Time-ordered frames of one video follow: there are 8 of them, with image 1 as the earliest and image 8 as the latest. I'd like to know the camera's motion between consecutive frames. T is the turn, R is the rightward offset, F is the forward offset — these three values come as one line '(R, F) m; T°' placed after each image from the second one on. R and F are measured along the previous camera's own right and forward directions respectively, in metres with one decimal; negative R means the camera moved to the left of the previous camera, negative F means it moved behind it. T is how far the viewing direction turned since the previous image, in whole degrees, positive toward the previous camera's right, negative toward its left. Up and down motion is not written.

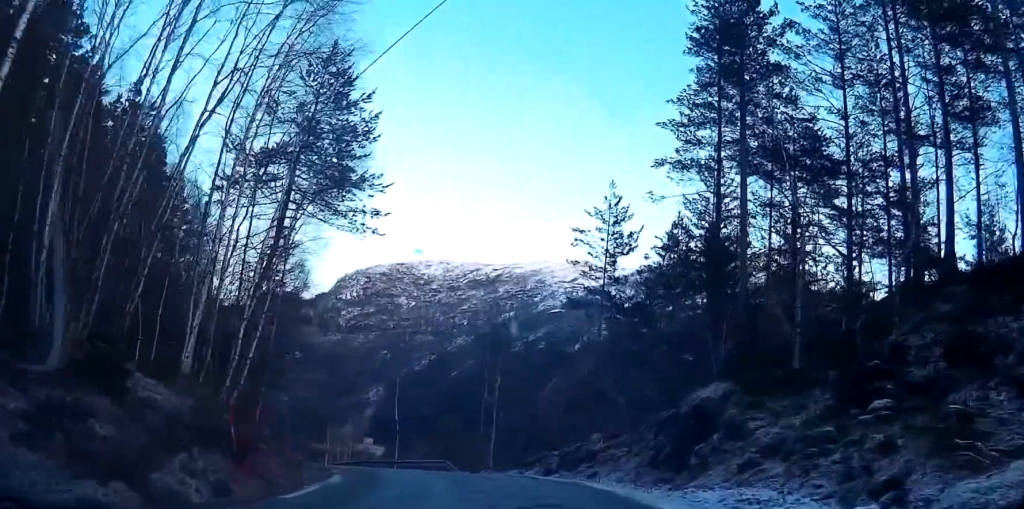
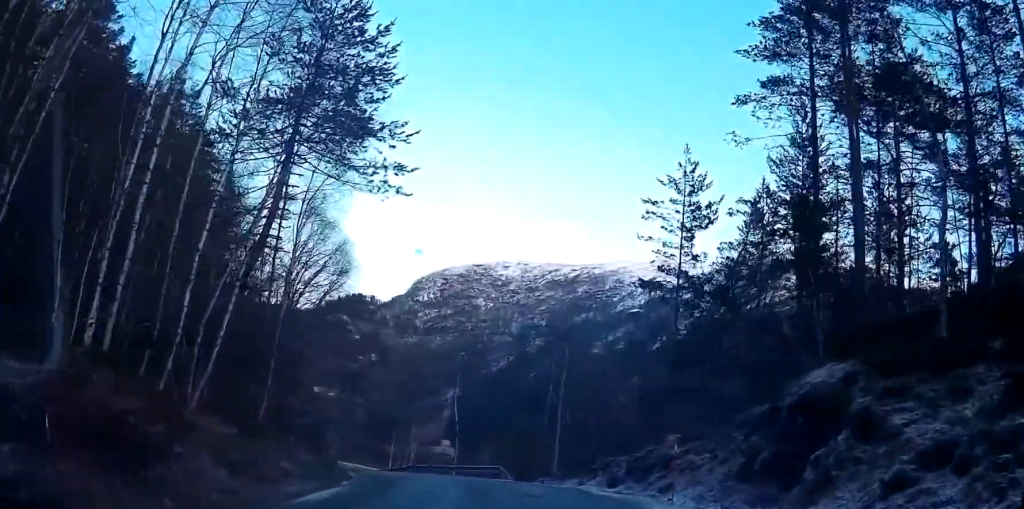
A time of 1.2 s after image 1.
(0.0, +6.2) m; -2°
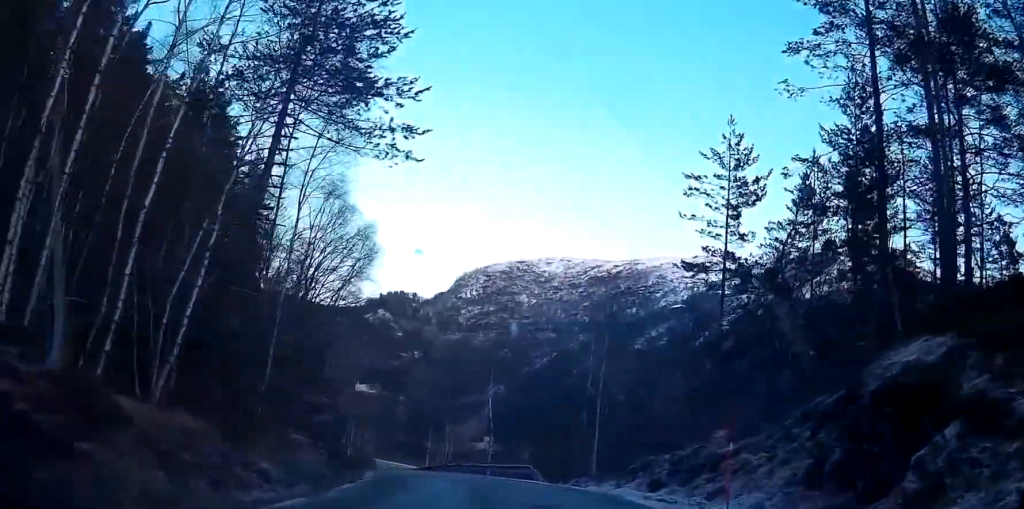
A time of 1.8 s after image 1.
(-0.1, +3.3) m; -1°
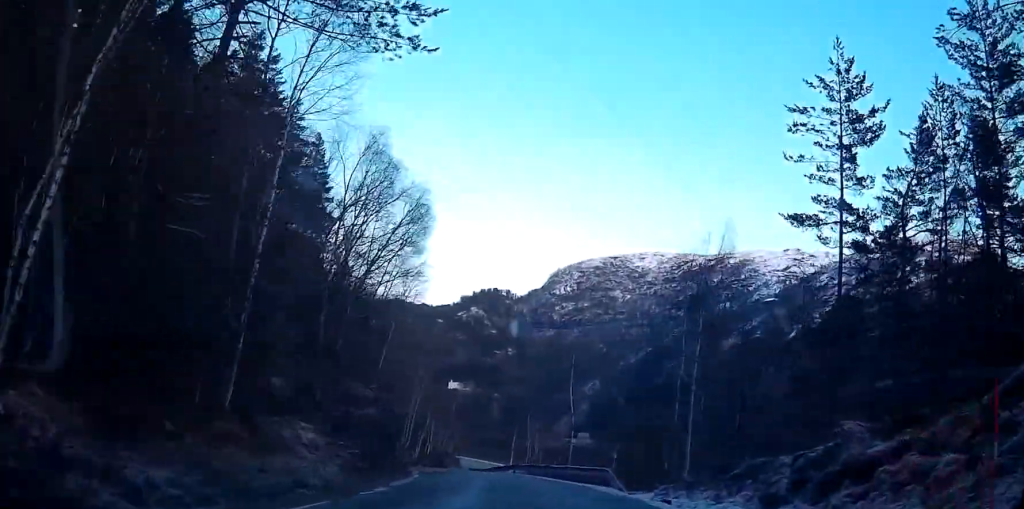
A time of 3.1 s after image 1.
(0.0, +7.3) m; -4°
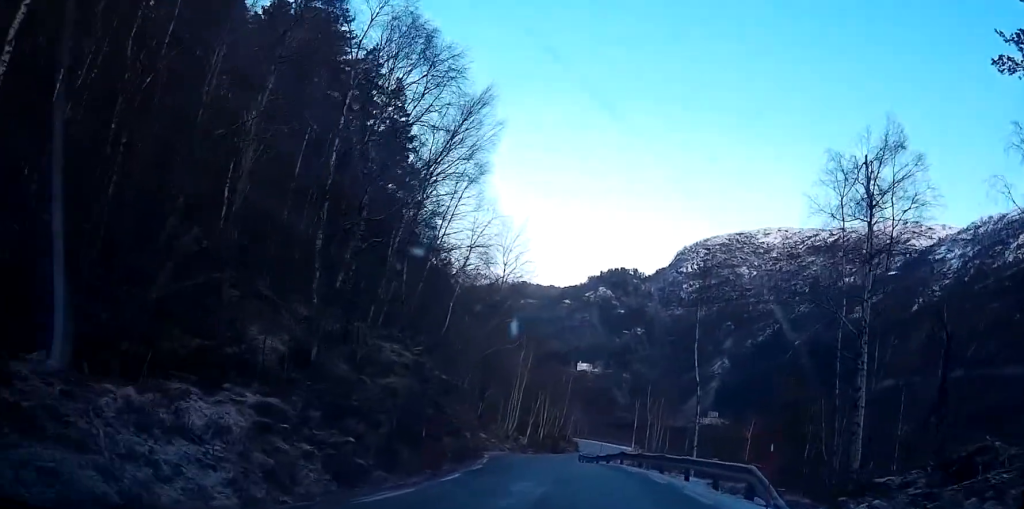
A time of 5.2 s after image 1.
(-2.2, +11.5) m; -21°
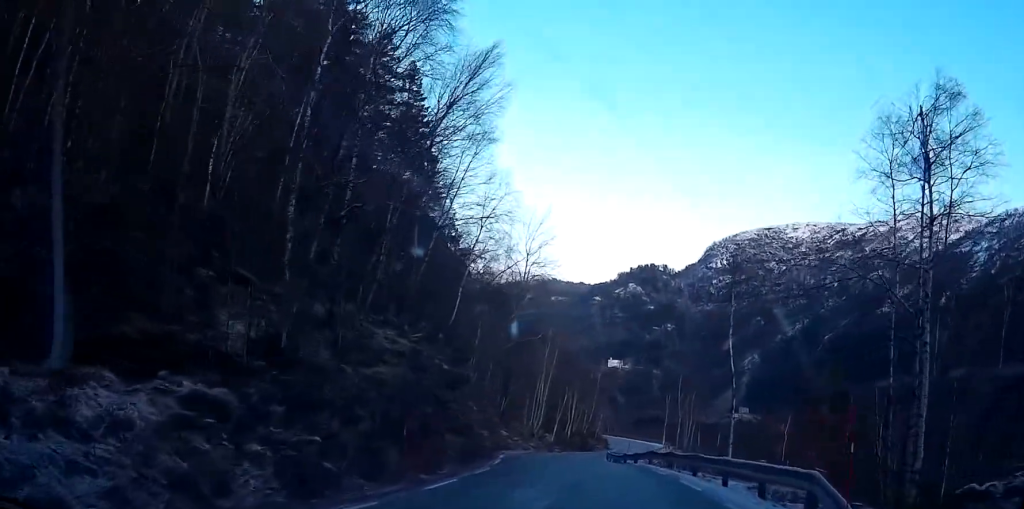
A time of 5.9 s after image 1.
(-0.3, +3.6) m; -4°
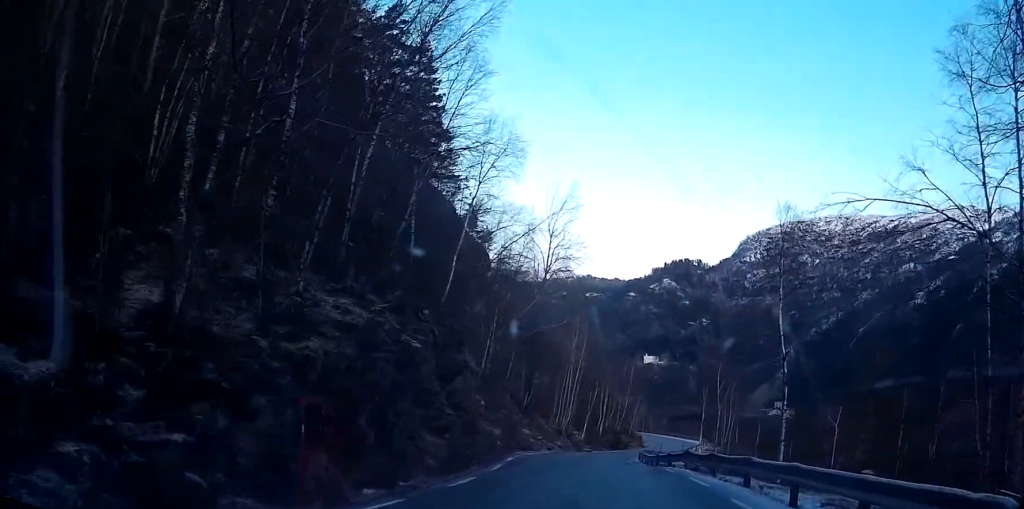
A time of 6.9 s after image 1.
(+0.1, +6.3) m; -3°
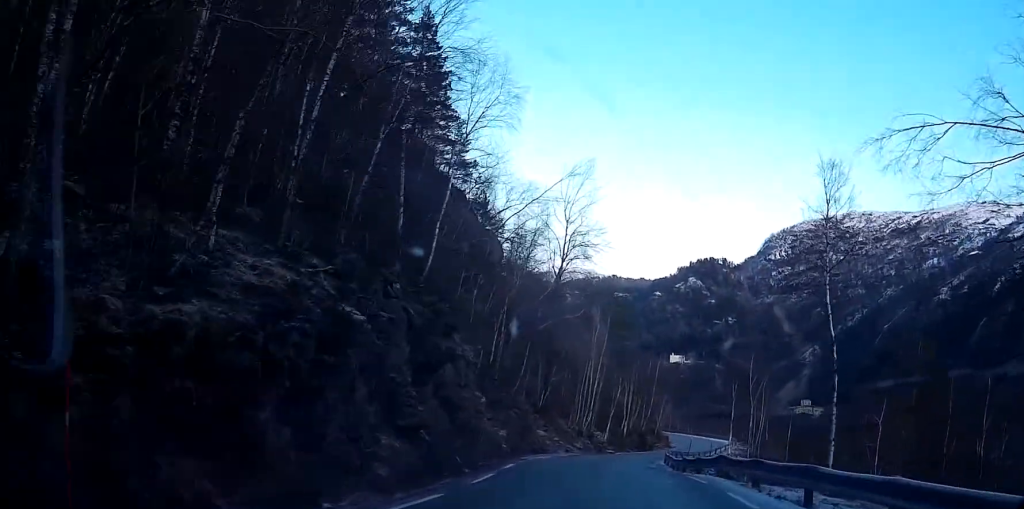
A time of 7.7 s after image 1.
(-0.3, +5.2) m; -5°
